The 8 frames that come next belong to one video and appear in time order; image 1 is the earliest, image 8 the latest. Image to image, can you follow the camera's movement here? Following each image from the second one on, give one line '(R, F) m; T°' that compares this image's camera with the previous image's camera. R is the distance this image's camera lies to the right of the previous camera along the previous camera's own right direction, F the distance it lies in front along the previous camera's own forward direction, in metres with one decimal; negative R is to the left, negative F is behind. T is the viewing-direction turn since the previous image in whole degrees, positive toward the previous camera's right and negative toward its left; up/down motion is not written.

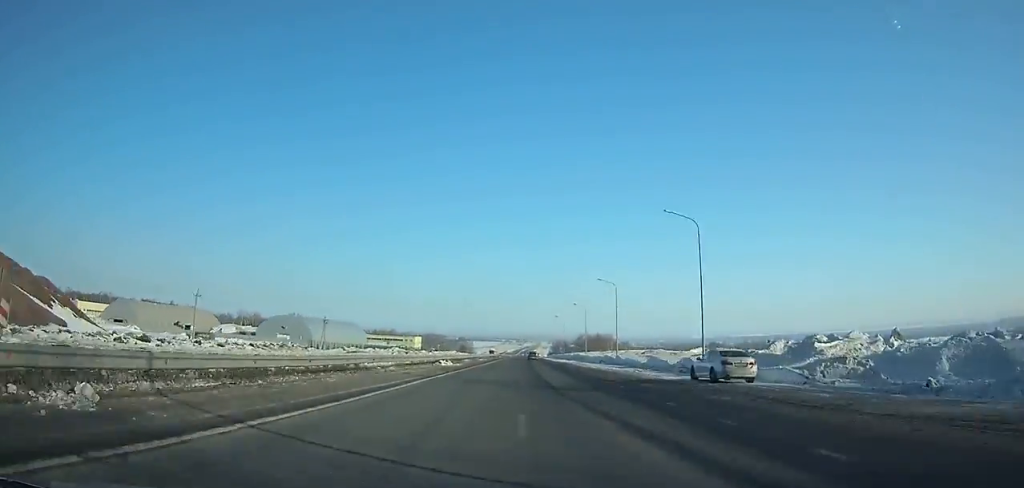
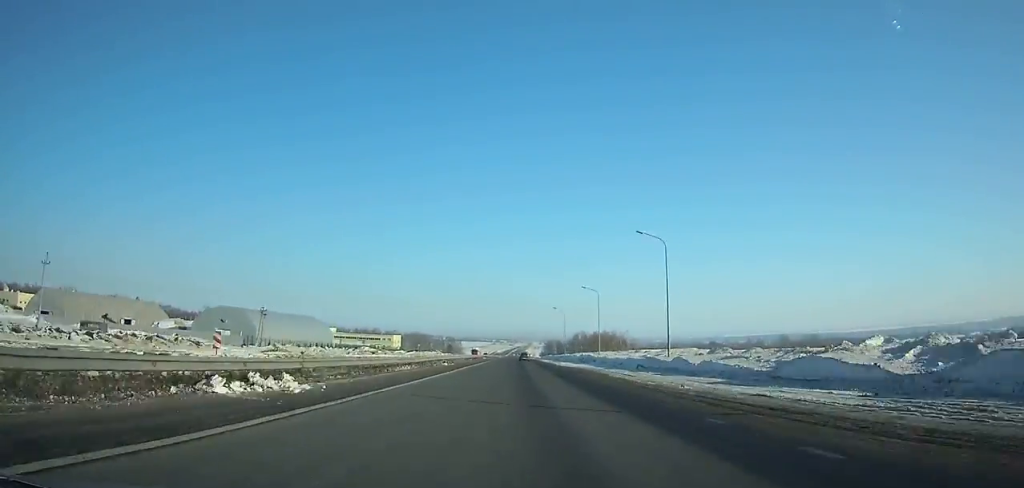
(+0.5, +31.5) m; 0°
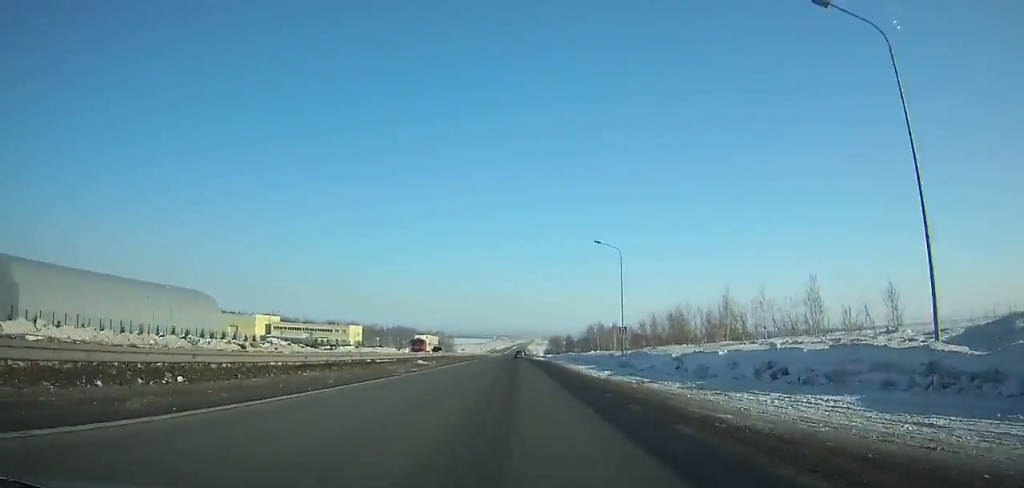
(+0.2, +72.7) m; 0°
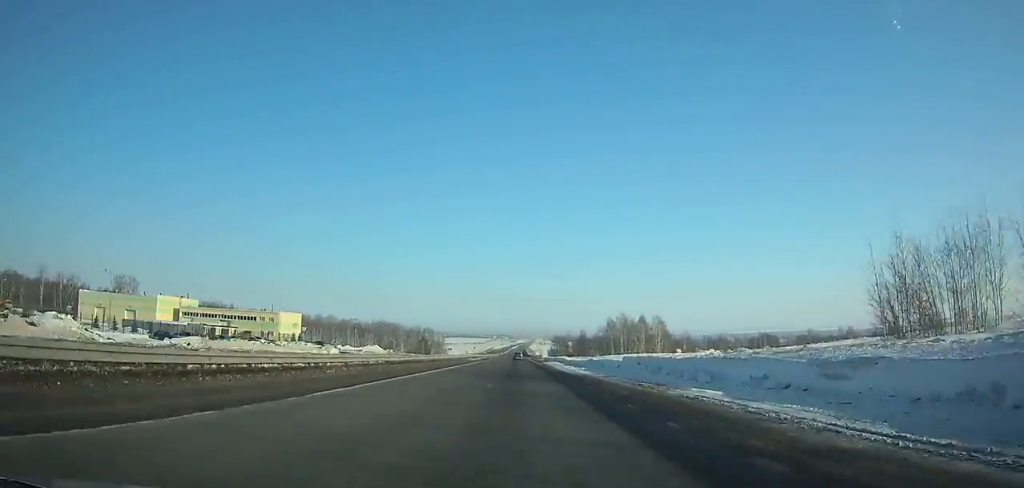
(-0.2, +62.8) m; 0°
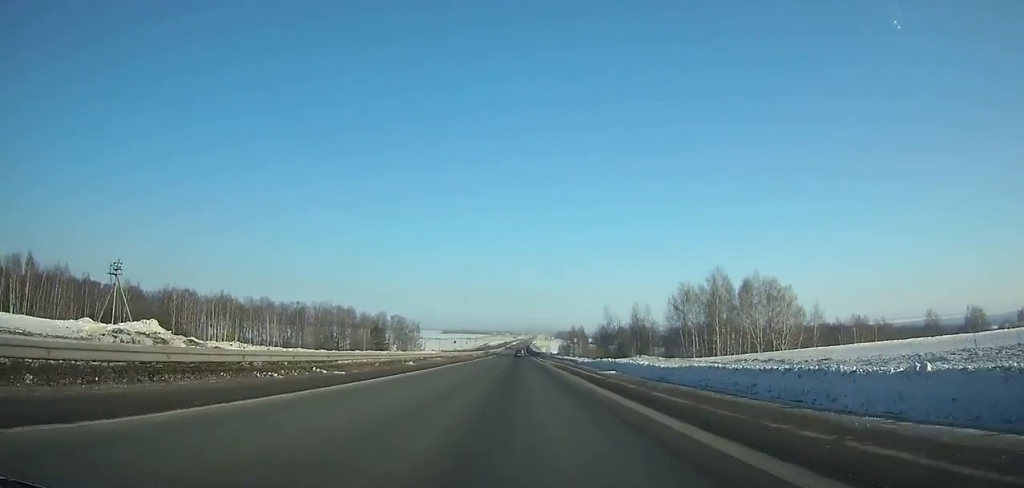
(+0.1, +108.0) m; 0°
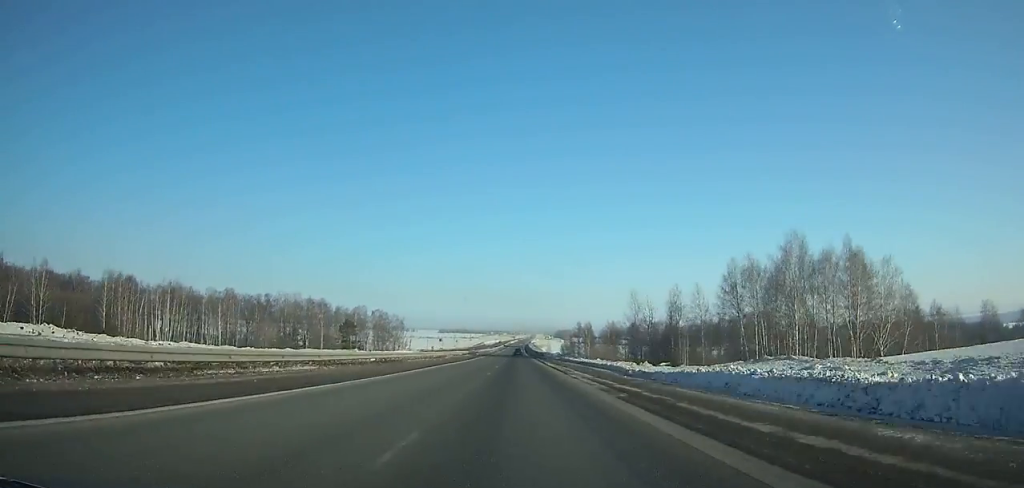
(+0.1, +35.7) m; 0°
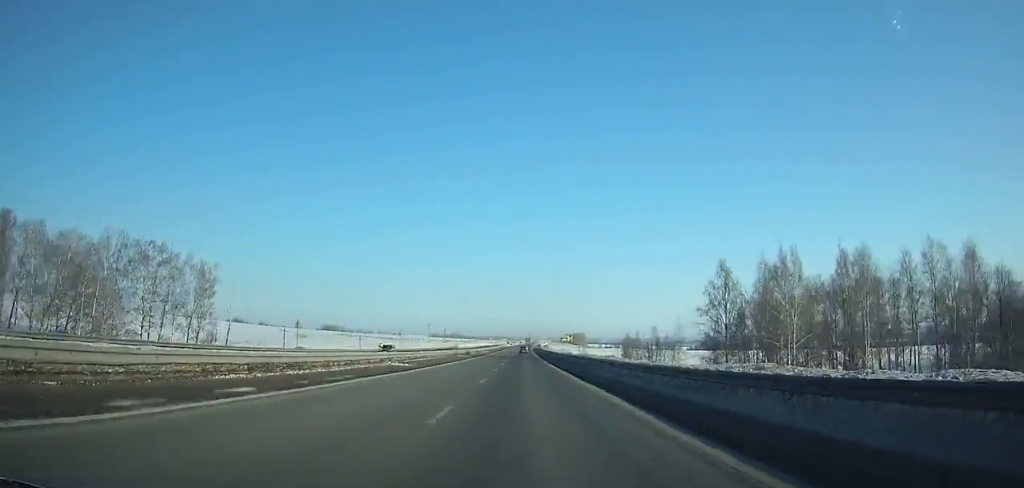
(-0.2, +171.7) m; 0°
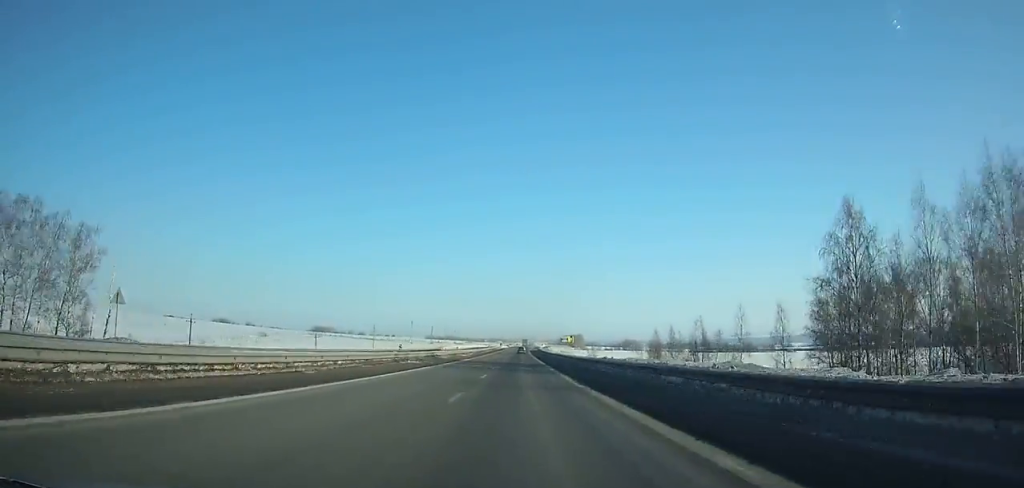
(+0.1, +30.1) m; 0°
